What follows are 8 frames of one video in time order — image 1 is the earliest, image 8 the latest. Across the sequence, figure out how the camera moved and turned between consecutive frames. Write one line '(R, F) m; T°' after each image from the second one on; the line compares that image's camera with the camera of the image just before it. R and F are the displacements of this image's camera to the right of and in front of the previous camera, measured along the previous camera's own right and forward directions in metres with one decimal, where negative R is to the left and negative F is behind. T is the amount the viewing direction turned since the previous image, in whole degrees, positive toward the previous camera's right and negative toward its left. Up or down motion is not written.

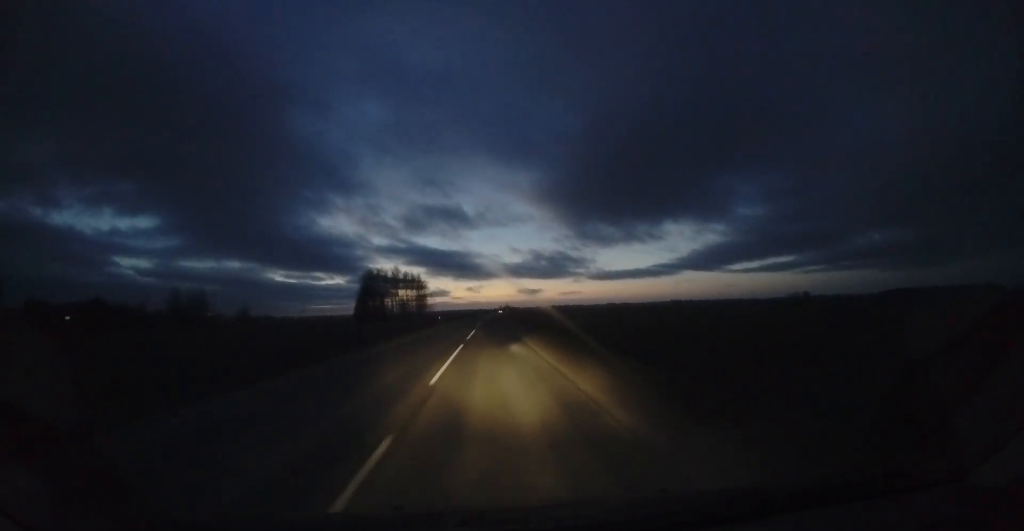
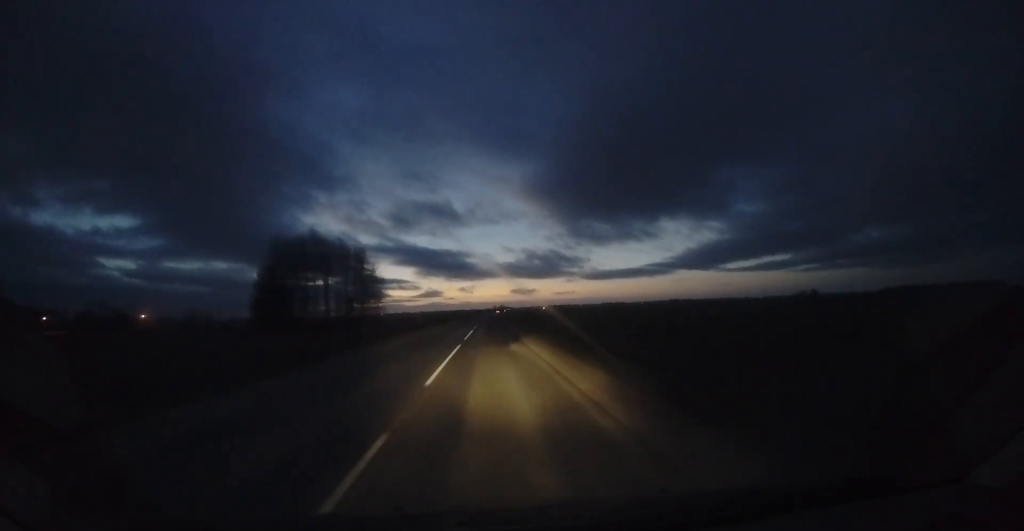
(+0.9, +49.0) m; +1°
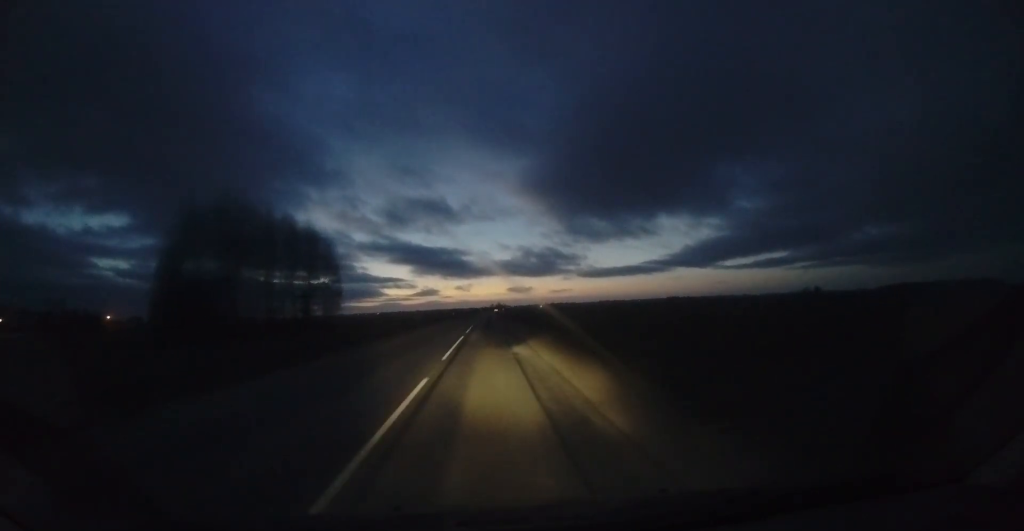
(0.0, +20.3) m; 0°
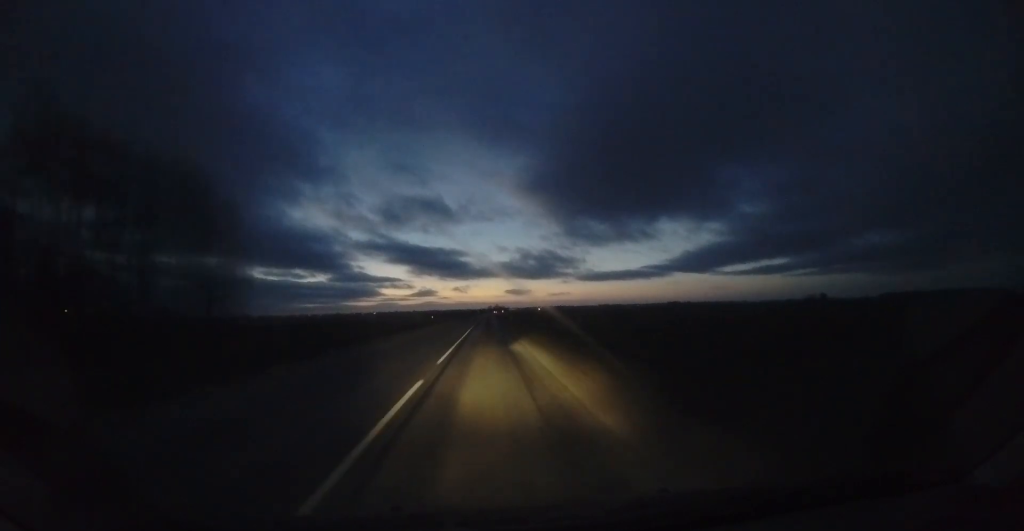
(0.0, +24.4) m; +1°
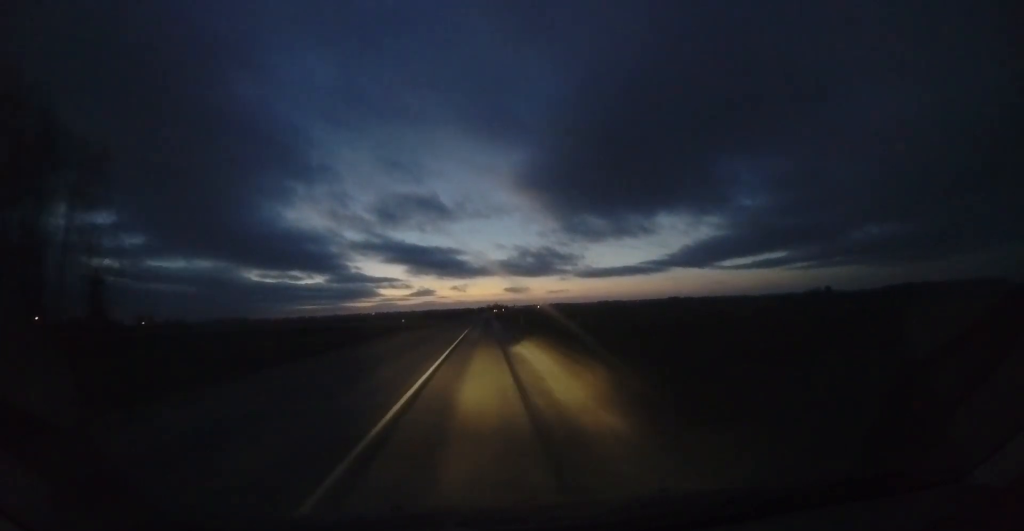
(+0.3, +16.6) m; 0°
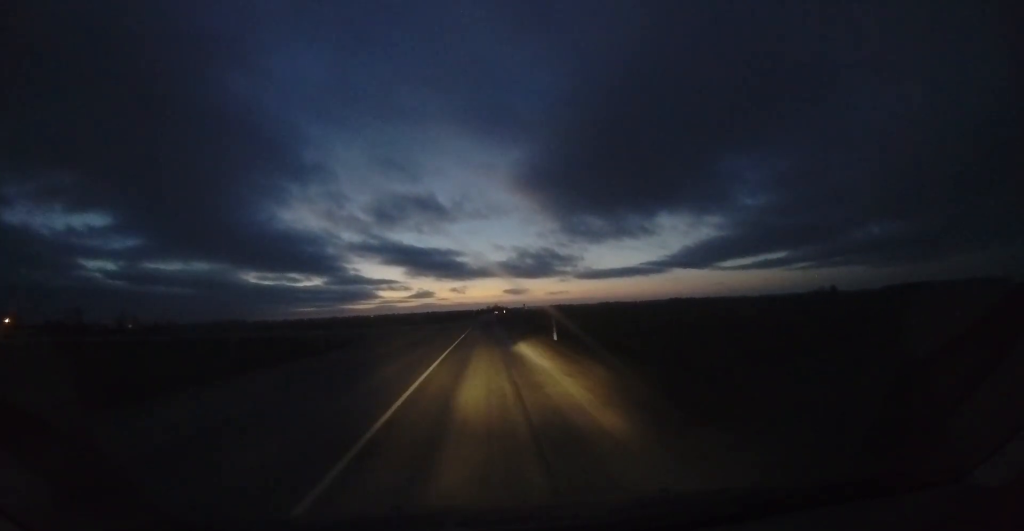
(+0.1, +15.7) m; 0°
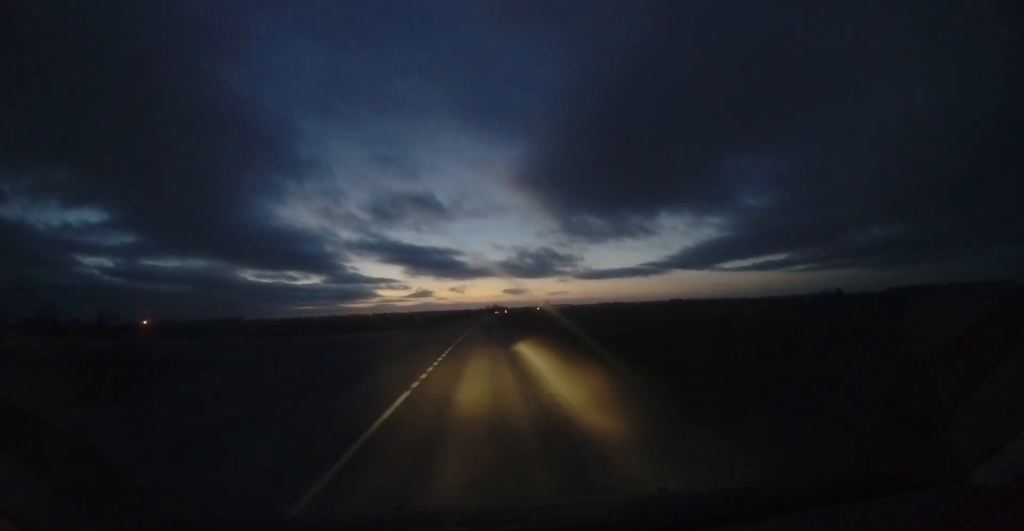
(-0.5, +16.1) m; 0°
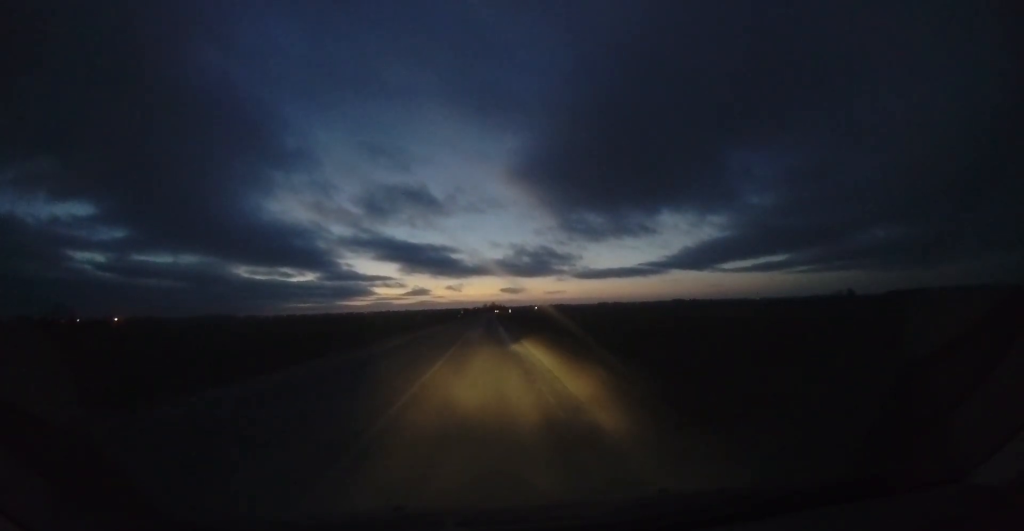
(+0.3, +38.6) m; 0°
